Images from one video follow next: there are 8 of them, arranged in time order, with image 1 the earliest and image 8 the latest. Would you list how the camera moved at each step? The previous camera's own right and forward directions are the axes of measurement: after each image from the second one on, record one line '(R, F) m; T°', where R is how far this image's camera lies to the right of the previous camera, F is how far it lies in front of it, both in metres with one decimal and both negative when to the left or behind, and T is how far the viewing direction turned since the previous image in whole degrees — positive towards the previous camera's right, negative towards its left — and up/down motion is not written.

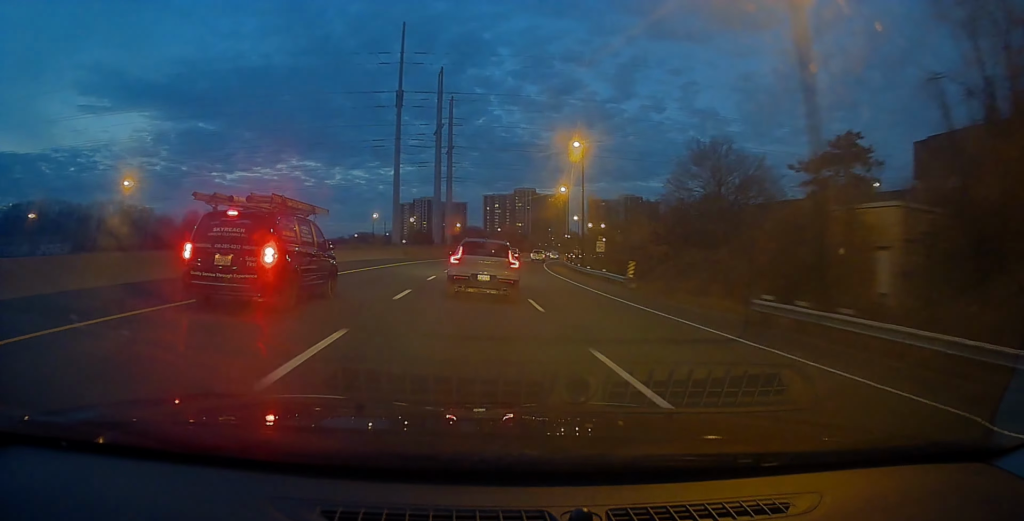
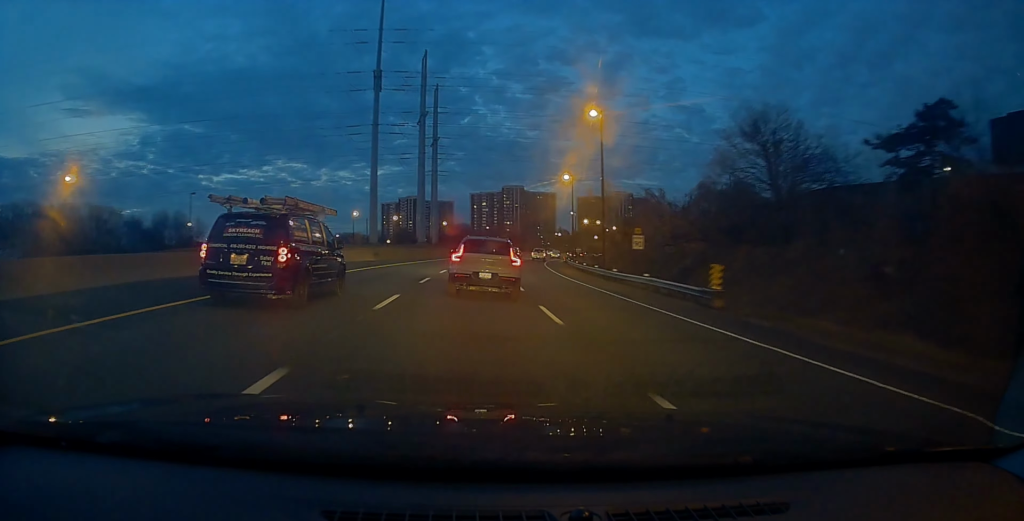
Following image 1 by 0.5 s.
(+0.1, +11.6) m; +2°
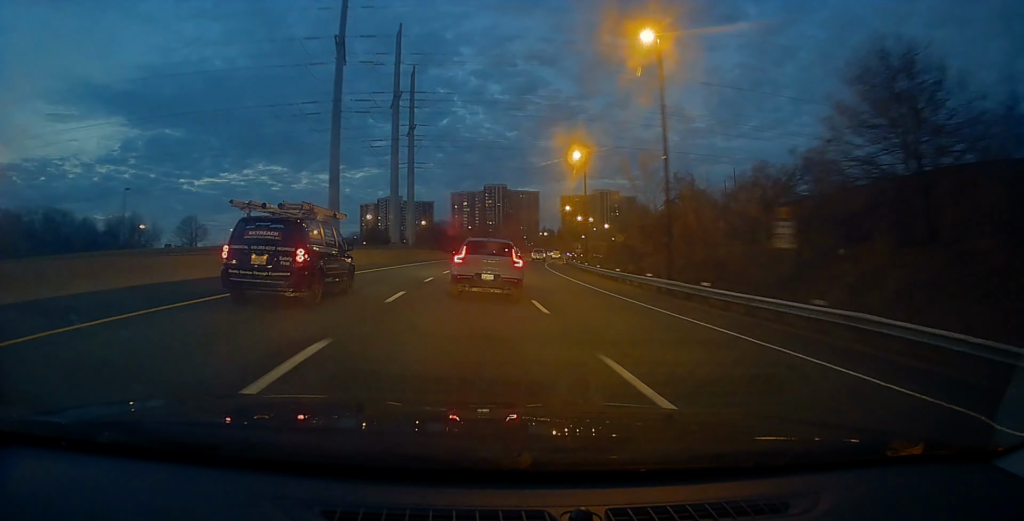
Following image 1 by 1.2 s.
(+0.1, +16.2) m; +2°
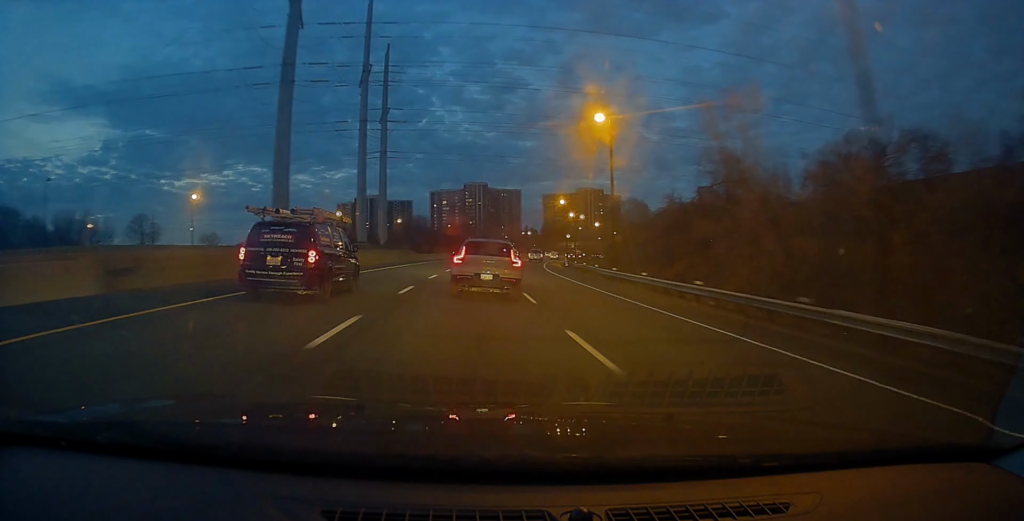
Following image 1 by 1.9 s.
(+0.7, +15.0) m; +2°
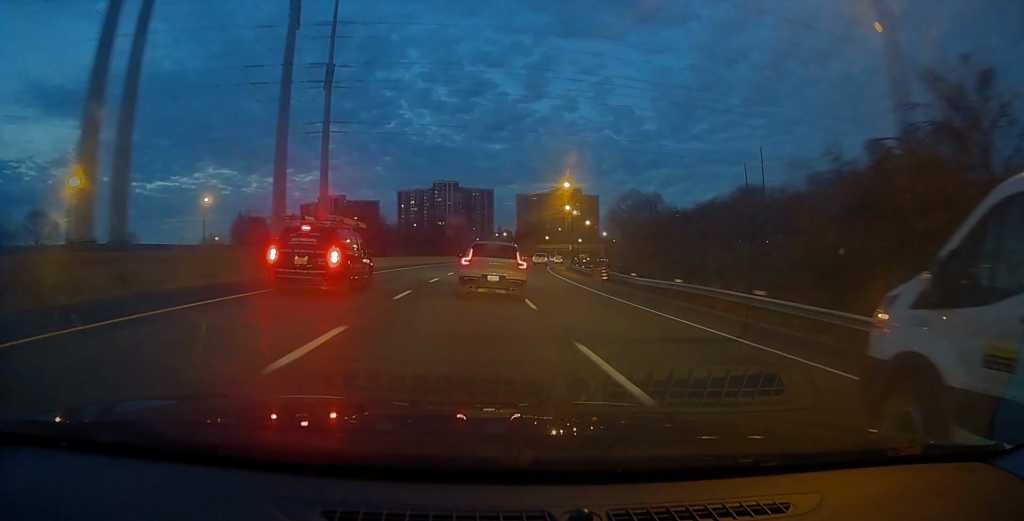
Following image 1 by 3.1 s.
(+0.4, +28.1) m; +3°
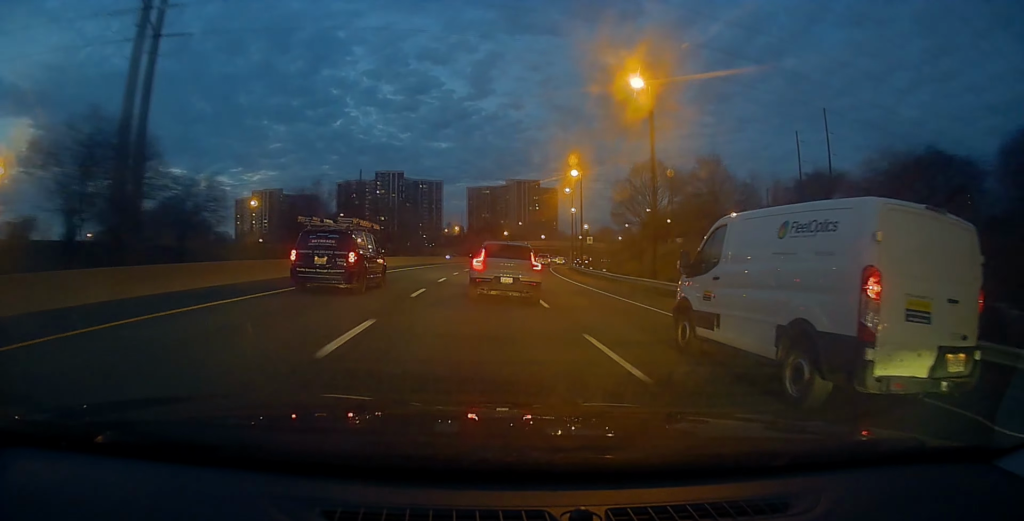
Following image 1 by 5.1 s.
(+3.0, +42.5) m; +7°
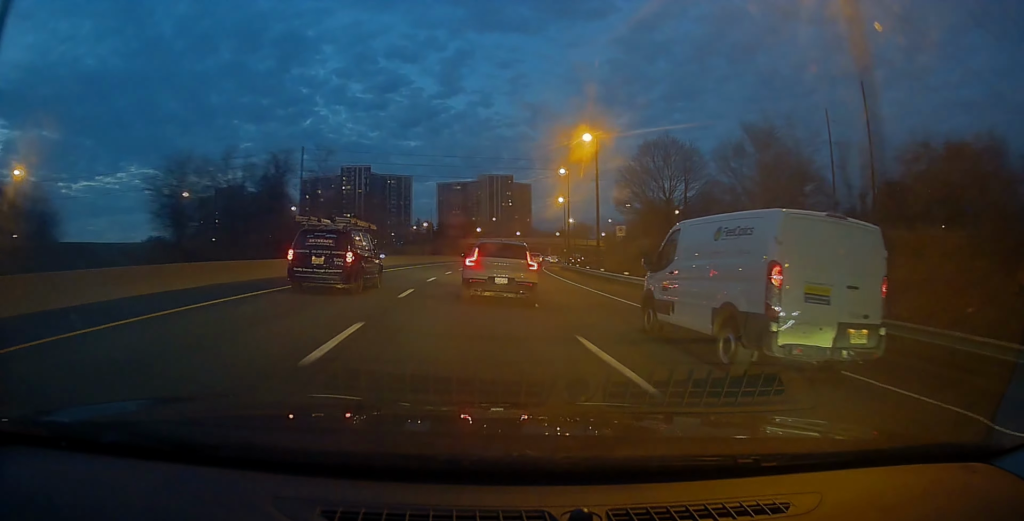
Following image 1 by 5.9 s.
(+0.4, +17.7) m; +1°
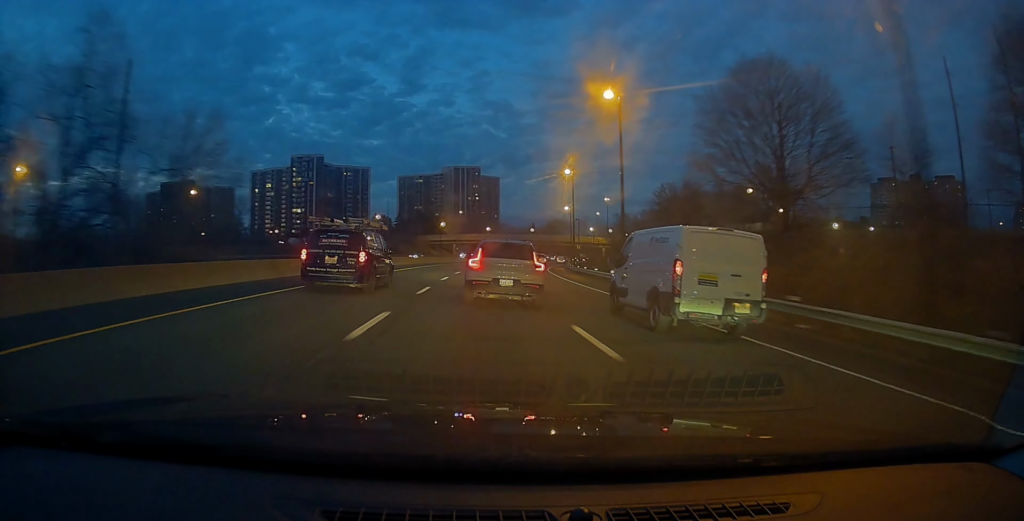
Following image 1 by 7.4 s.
(+0.6, +34.0) m; +3°
